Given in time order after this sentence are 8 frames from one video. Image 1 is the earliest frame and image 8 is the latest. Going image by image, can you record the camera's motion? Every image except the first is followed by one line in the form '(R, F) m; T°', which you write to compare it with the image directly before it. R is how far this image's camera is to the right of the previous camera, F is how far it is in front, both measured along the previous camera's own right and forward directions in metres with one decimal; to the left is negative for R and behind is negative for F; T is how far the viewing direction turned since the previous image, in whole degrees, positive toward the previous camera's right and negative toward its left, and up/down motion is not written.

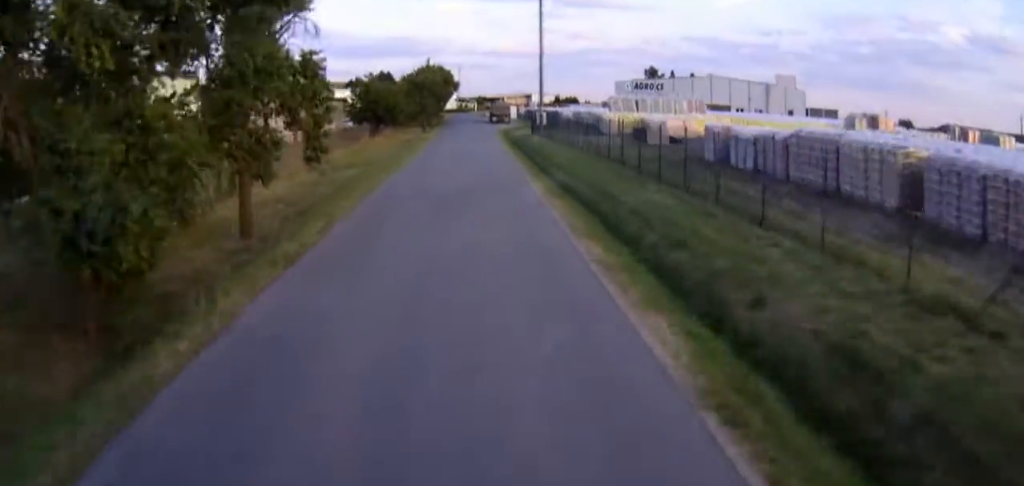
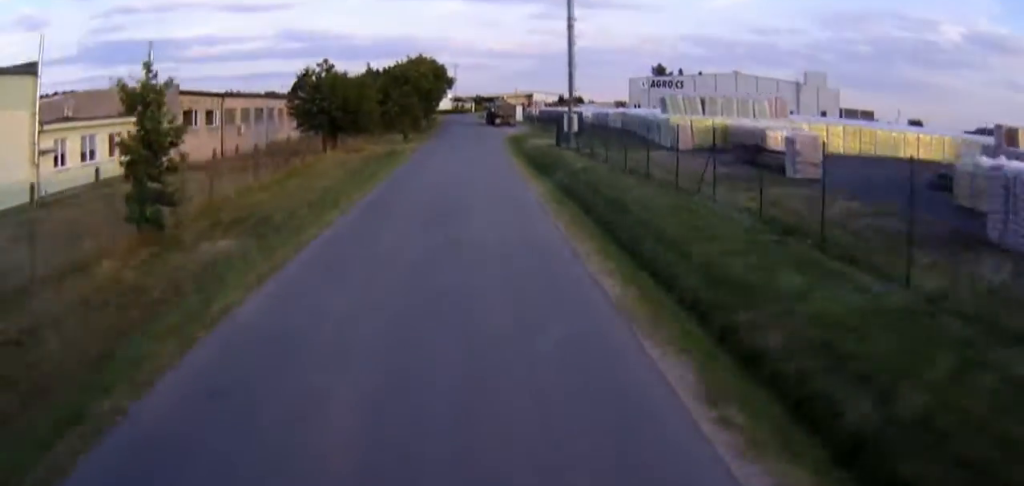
(+0.1, +20.9) m; 0°
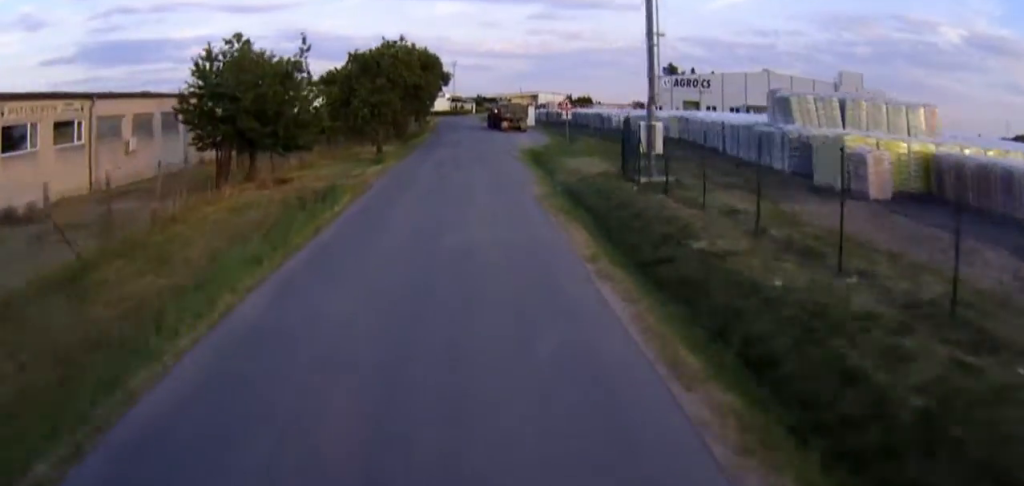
(0.0, +20.3) m; 0°
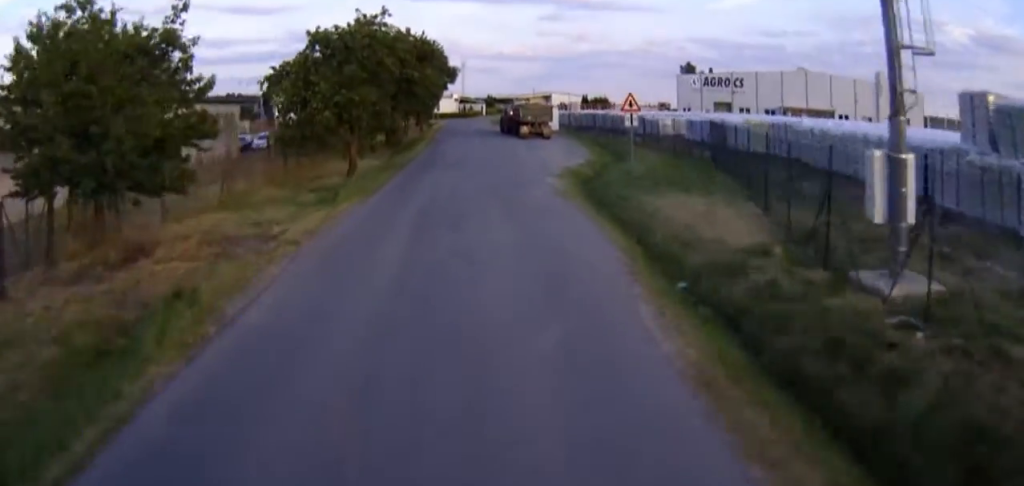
(0.0, +15.1) m; 0°
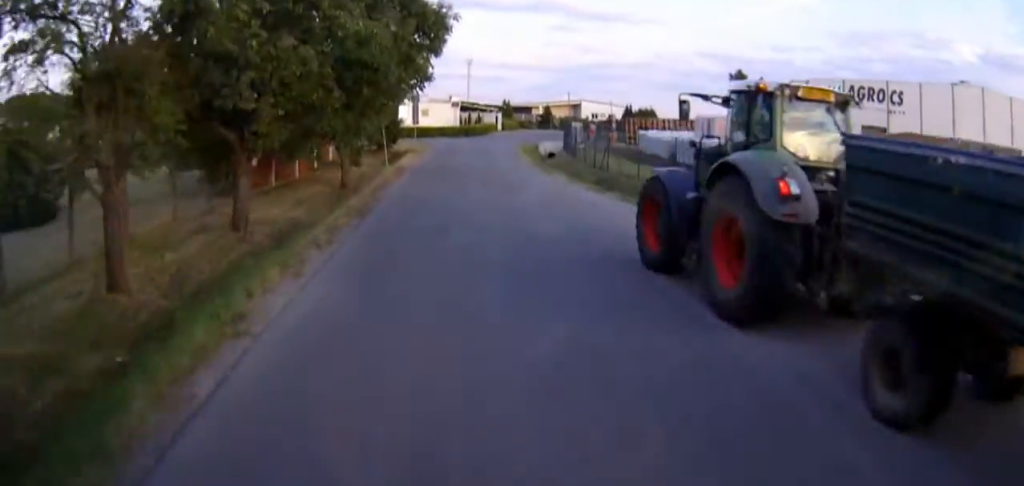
(-1.2, +56.6) m; -1°
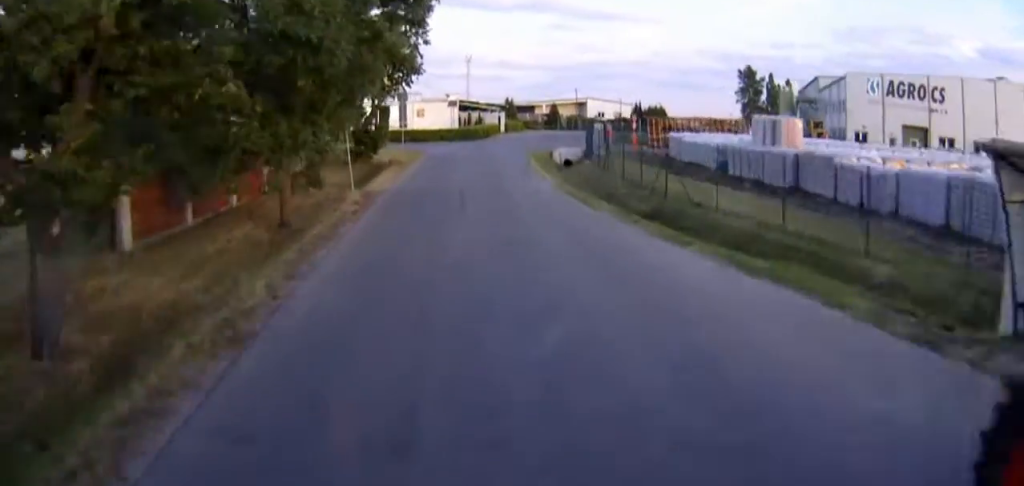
(-0.2, +10.1) m; 0°
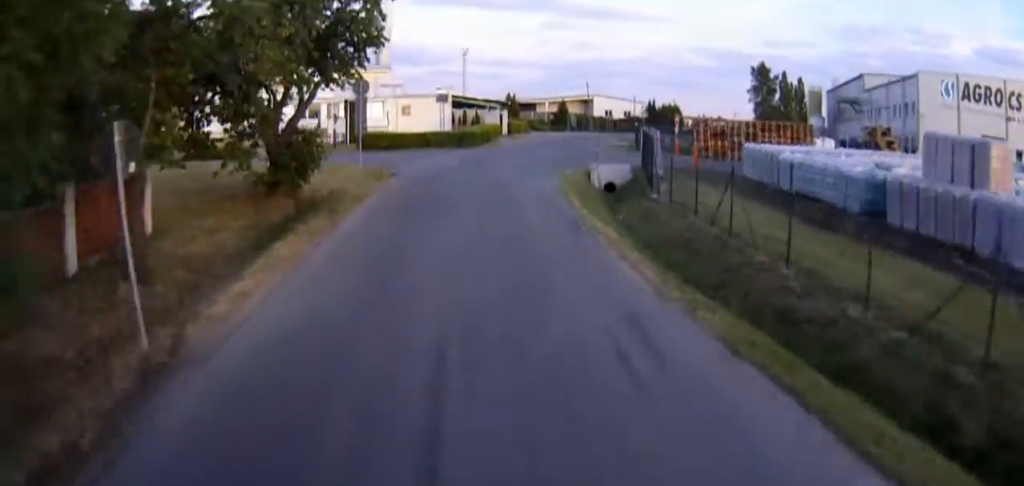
(0.0, +16.2) m; +2°
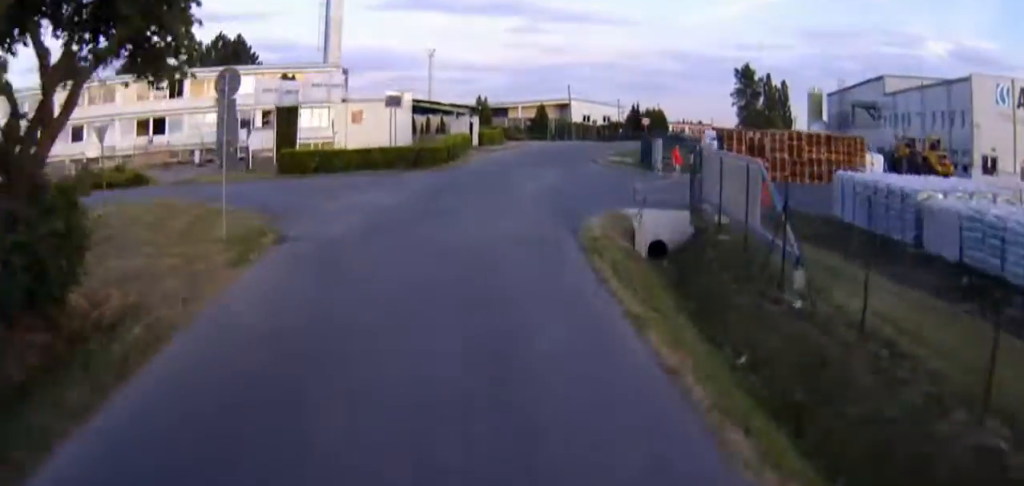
(0.0, +13.4) m; +3°
